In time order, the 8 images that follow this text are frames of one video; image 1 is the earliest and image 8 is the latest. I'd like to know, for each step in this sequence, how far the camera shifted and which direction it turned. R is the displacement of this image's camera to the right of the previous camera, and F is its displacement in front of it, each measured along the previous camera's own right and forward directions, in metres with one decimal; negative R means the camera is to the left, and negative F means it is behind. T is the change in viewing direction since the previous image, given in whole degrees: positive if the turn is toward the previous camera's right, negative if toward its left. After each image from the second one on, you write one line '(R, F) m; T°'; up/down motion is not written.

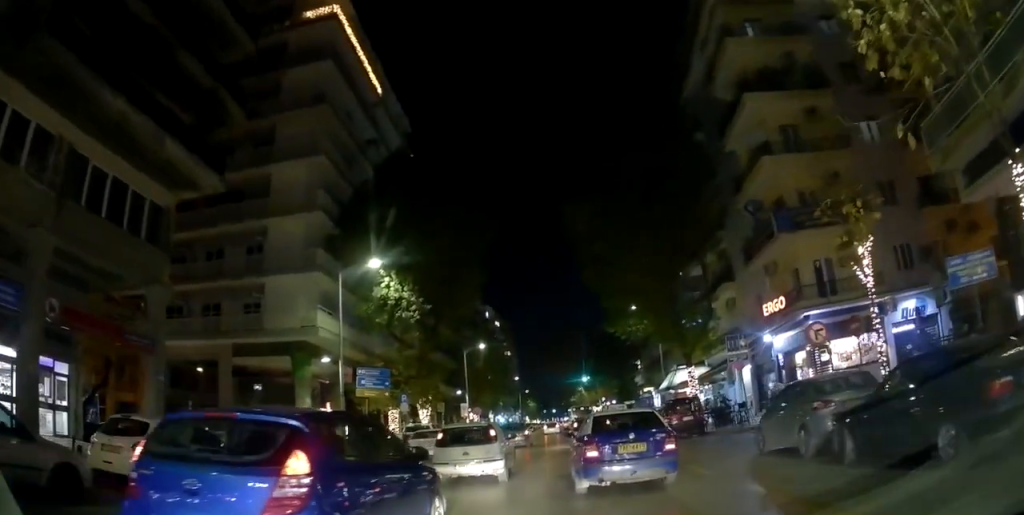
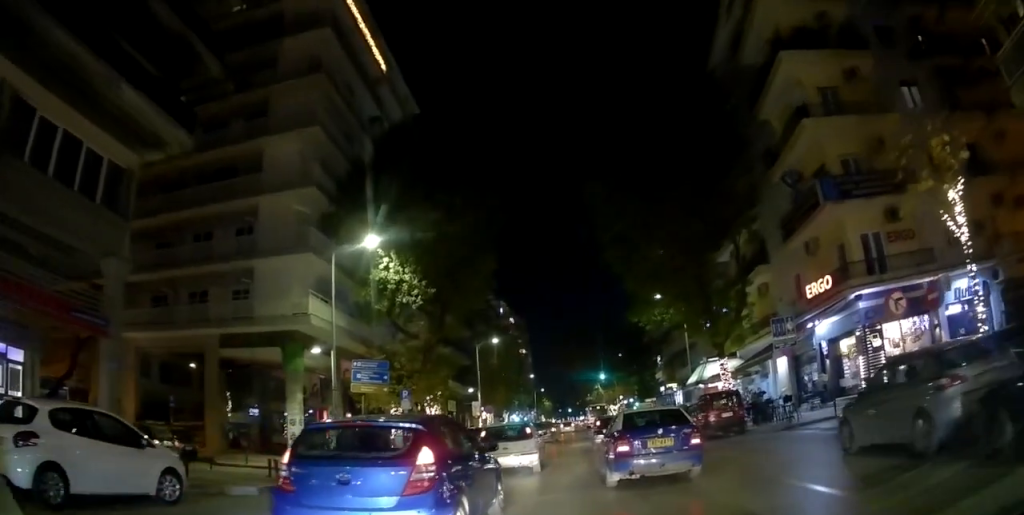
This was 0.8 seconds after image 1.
(-0.1, +3.1) m; -4°
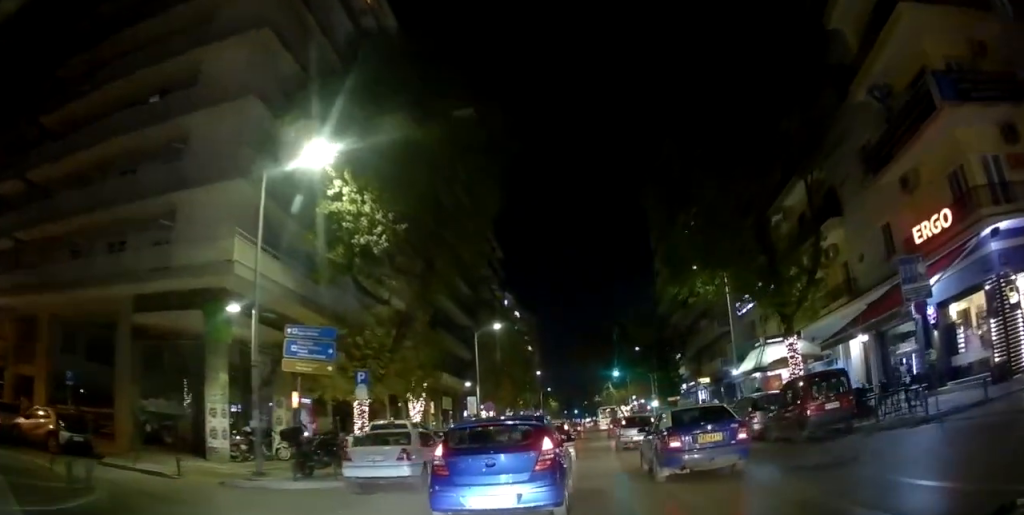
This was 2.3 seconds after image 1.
(-0.4, +6.3) m; -6°
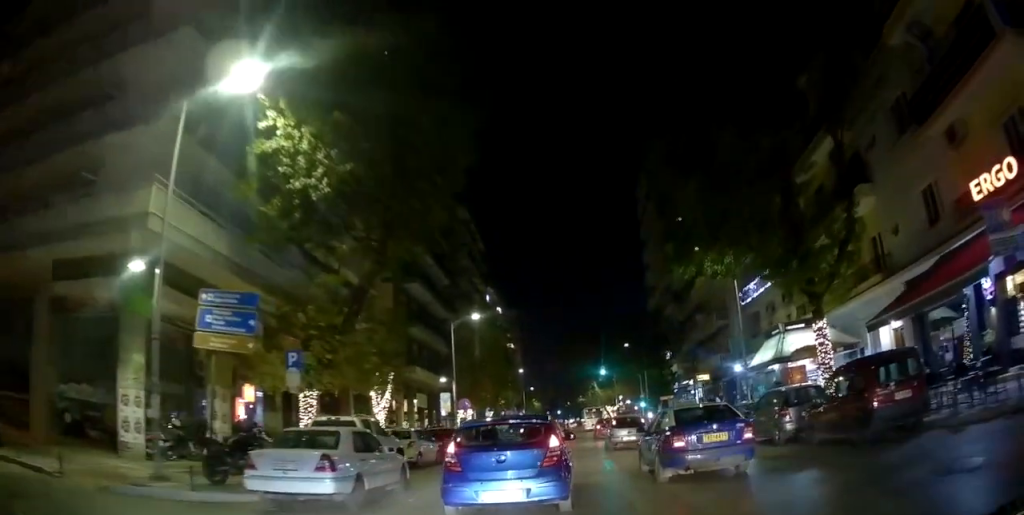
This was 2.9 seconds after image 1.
(0.0, +2.8) m; -2°
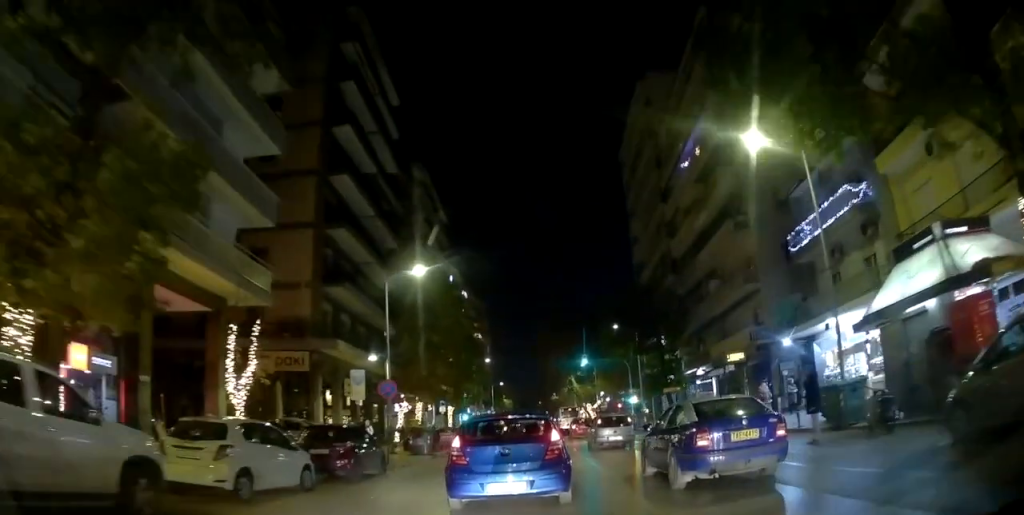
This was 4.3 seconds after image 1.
(-0.3, +8.1) m; -3°
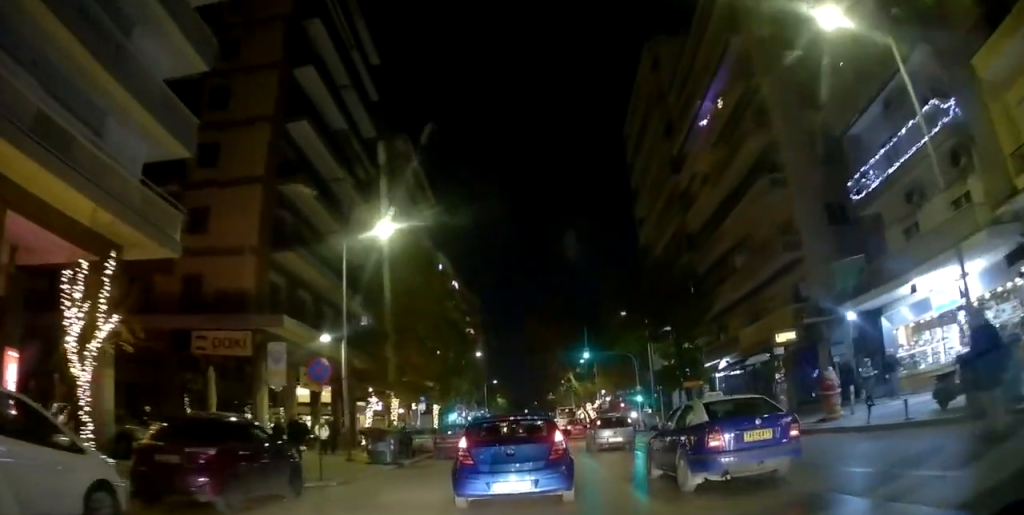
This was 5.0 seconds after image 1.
(-0.1, +5.0) m; 0°
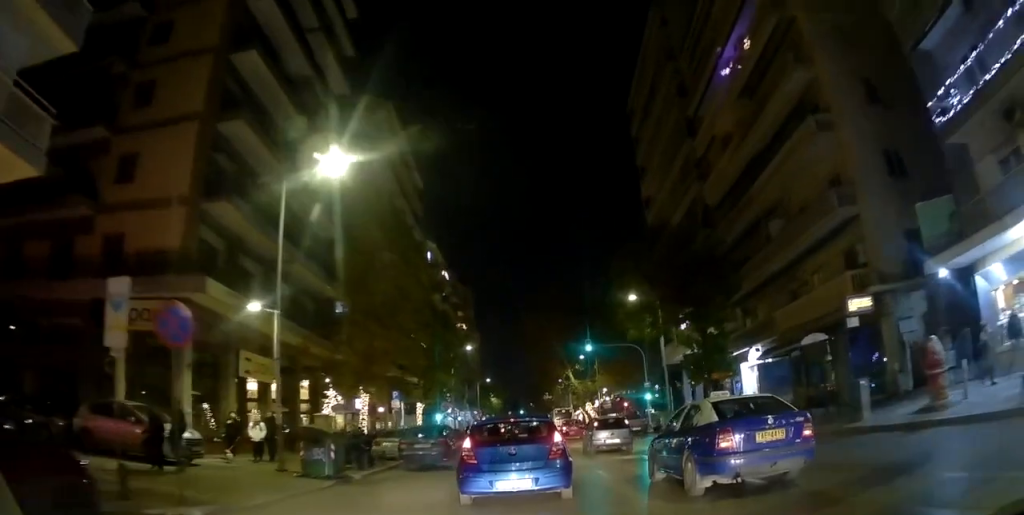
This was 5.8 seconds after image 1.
(0.0, +5.1) m; +1°
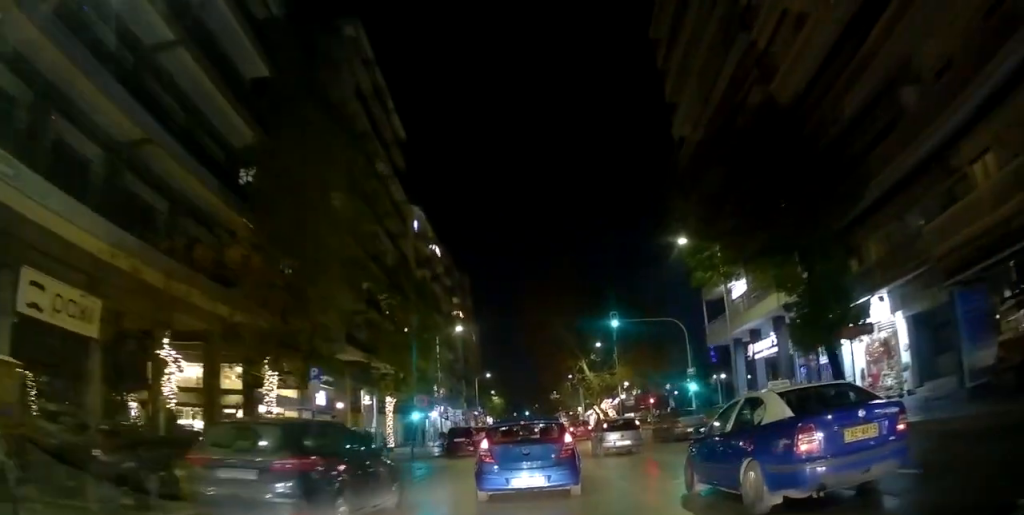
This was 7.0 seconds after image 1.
(+0.2, +10.8) m; +4°
